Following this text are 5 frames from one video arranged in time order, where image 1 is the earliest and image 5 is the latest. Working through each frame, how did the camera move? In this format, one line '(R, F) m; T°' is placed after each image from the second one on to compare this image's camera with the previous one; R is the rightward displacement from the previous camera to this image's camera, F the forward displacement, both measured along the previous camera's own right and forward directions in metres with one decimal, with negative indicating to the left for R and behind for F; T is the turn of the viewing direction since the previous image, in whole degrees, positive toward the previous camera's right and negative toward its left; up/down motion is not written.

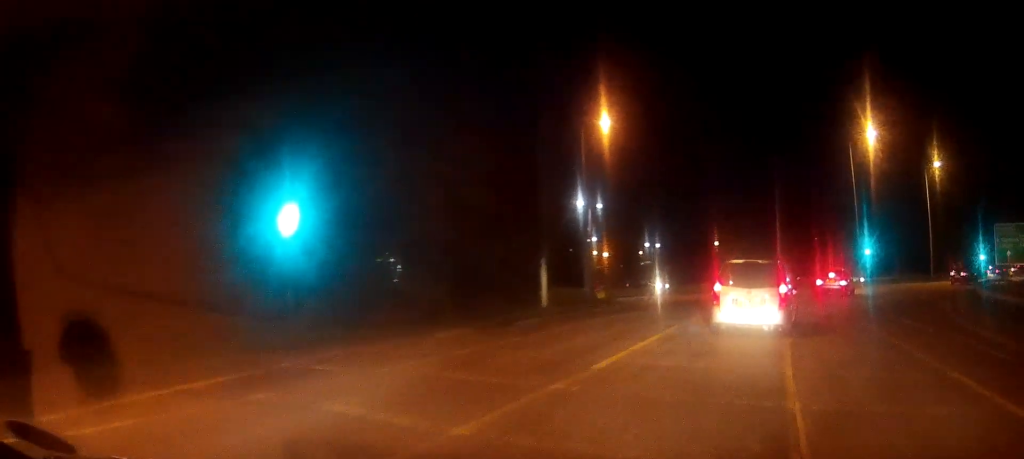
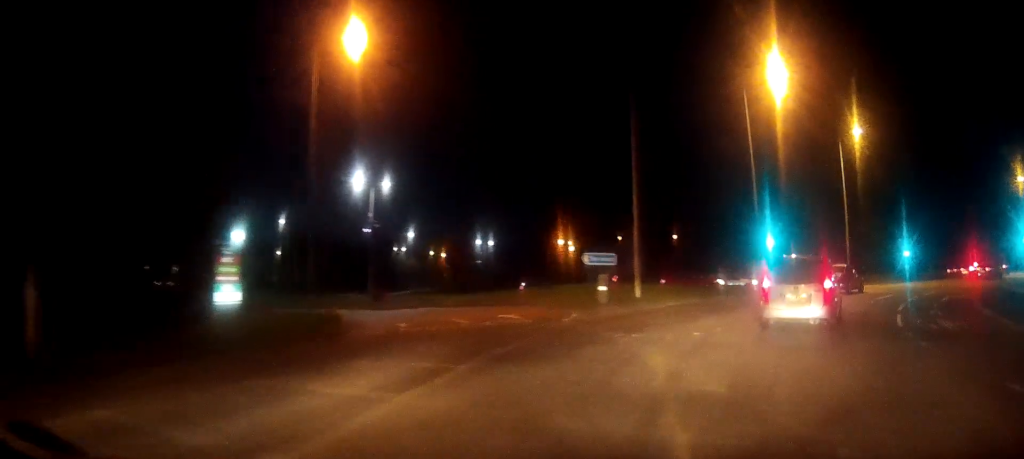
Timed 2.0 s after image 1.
(+2.6, +19.3) m; +13°
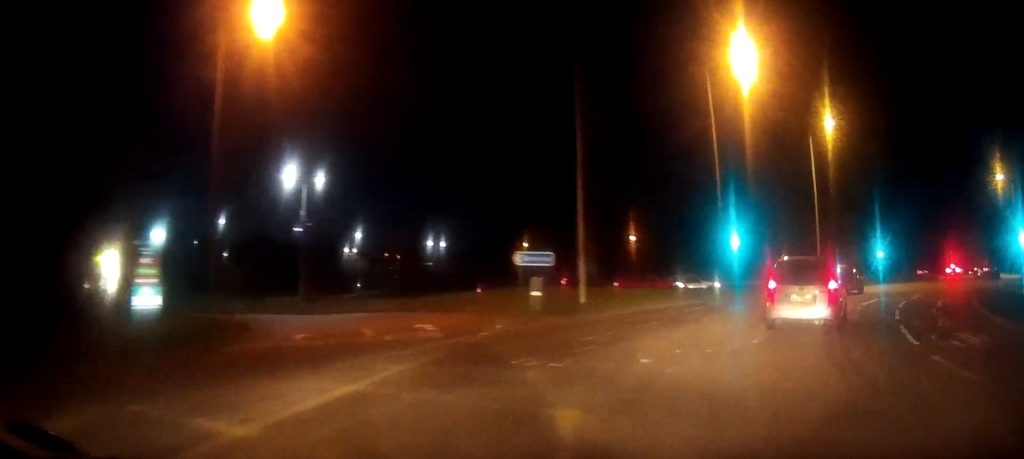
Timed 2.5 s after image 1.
(+0.1, +4.1) m; +2°
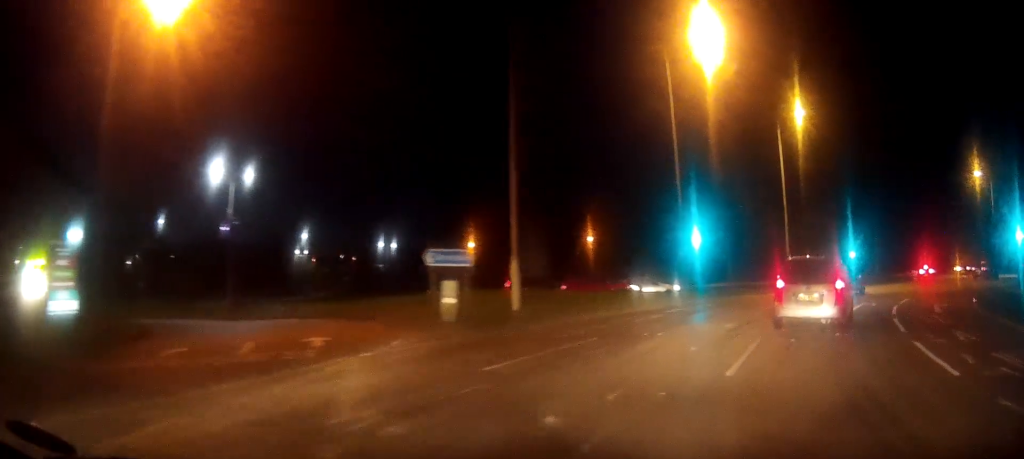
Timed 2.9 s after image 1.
(-0.1, +4.0) m; +3°
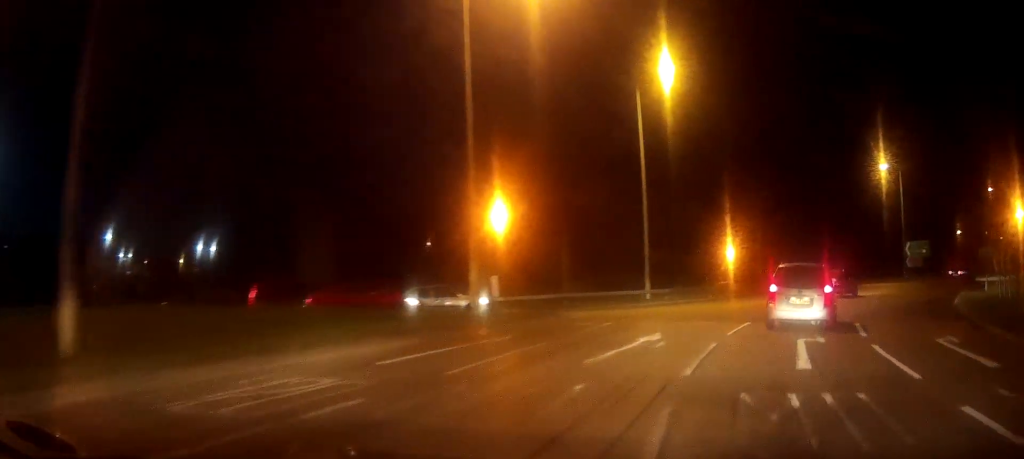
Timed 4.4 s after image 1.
(+1.3, +13.3) m; +13°
